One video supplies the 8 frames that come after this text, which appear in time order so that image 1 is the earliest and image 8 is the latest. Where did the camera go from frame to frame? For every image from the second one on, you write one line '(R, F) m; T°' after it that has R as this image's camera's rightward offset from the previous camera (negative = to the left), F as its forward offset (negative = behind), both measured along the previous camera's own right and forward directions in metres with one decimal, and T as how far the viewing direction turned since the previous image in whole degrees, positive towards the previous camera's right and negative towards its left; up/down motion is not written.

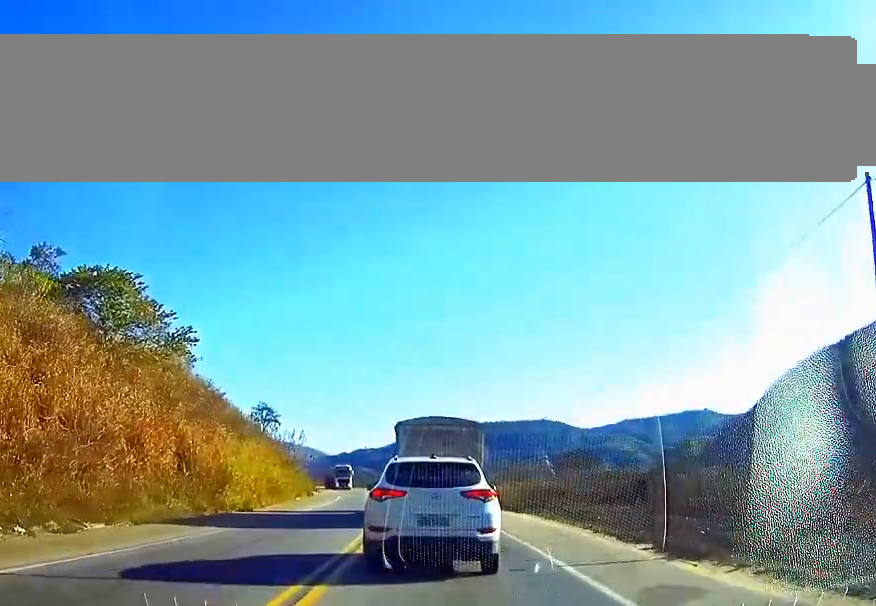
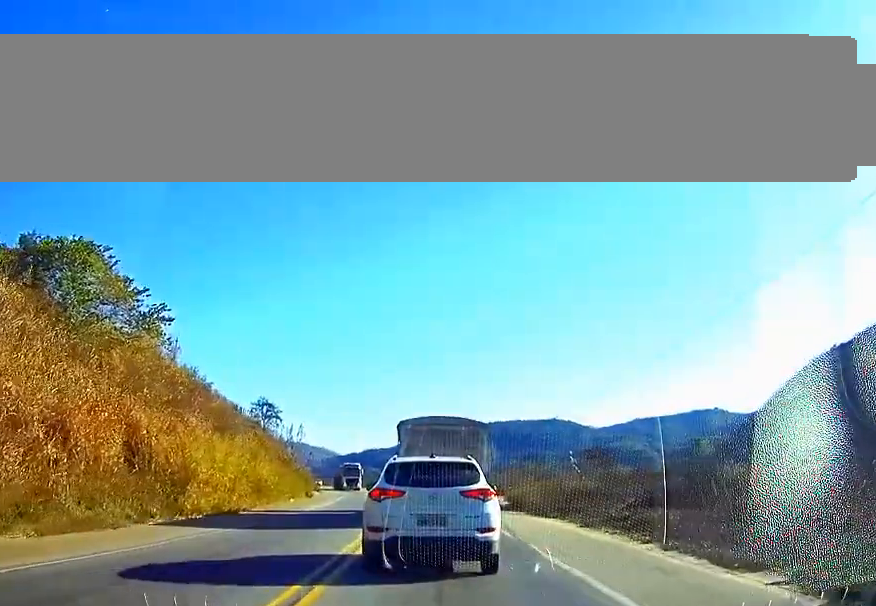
(0.0, +6.9) m; -1°
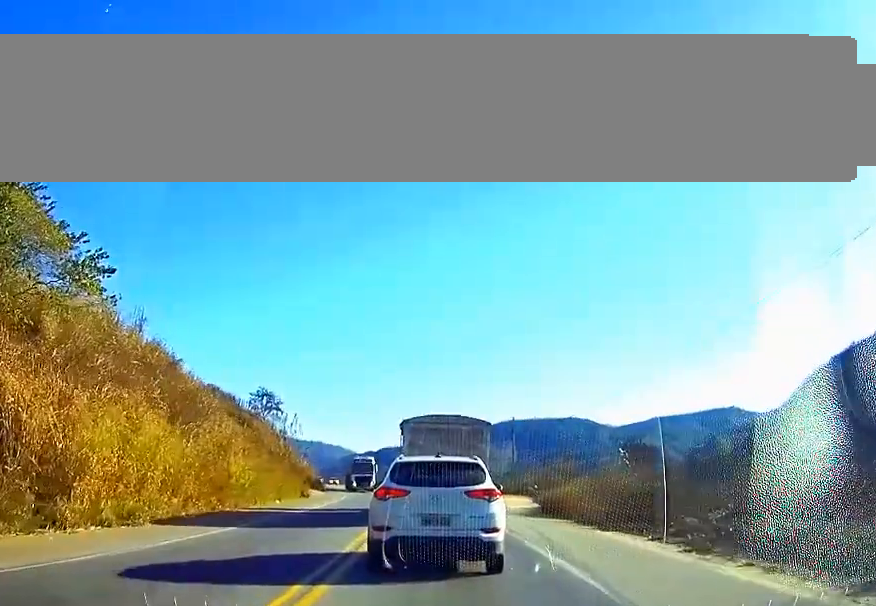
(-0.2, +10.7) m; -1°
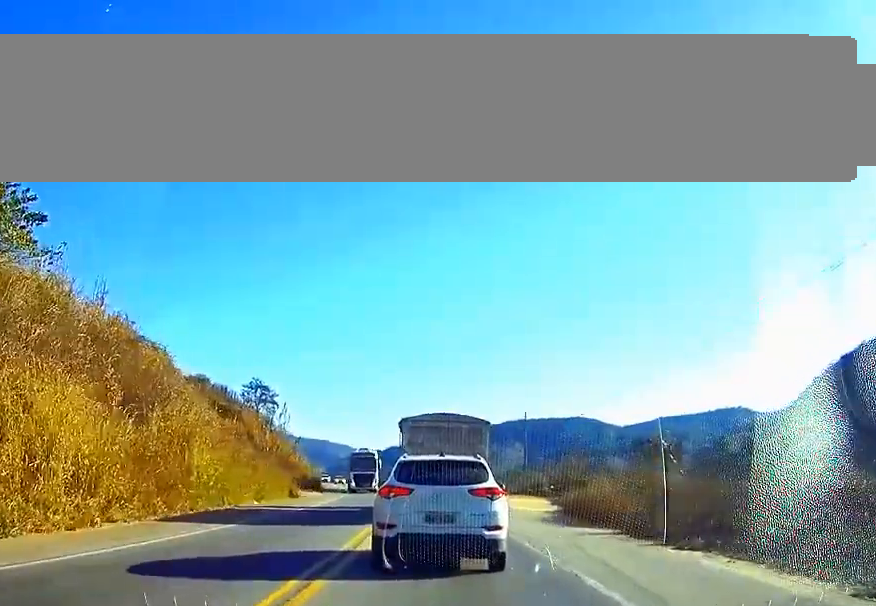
(0.0, +7.5) m; 0°
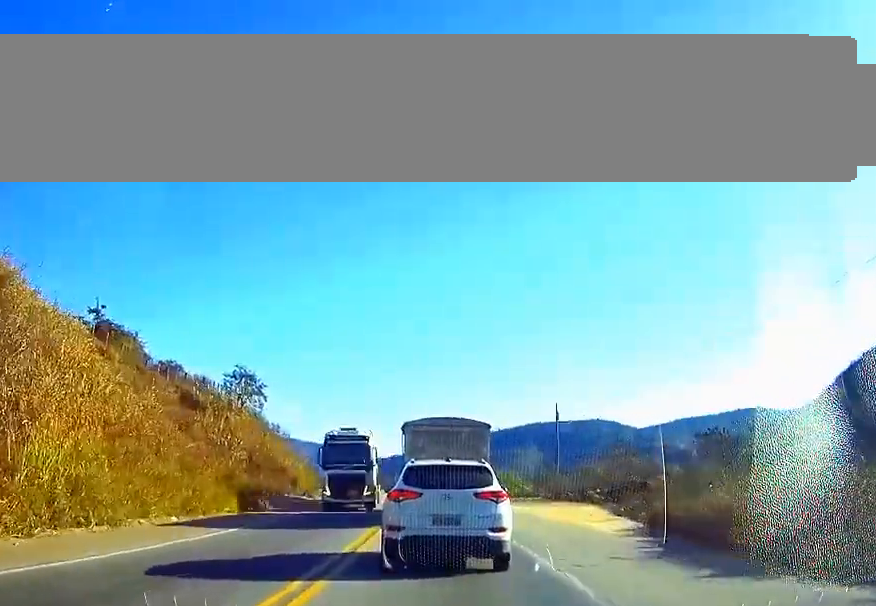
(-0.1, +15.3) m; -1°
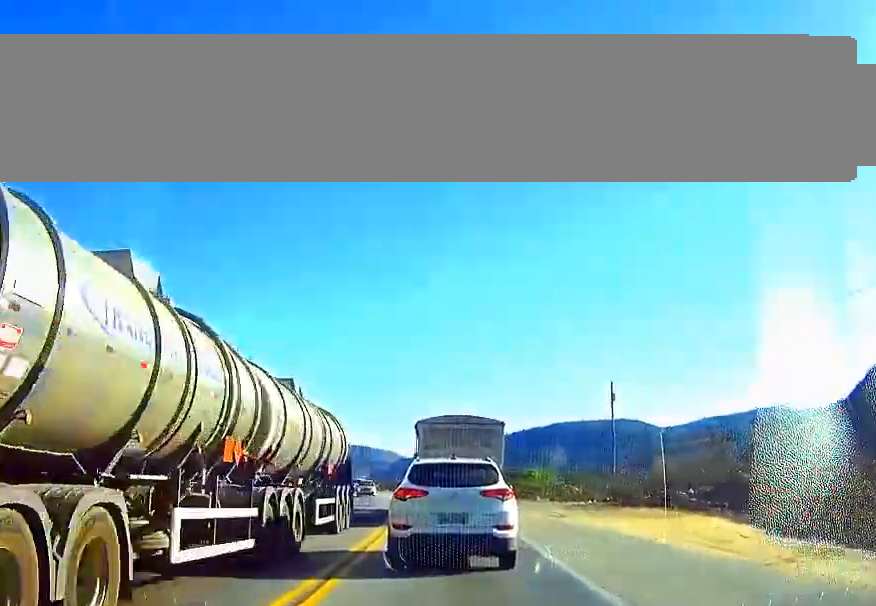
(-0.3, +17.9) m; -1°
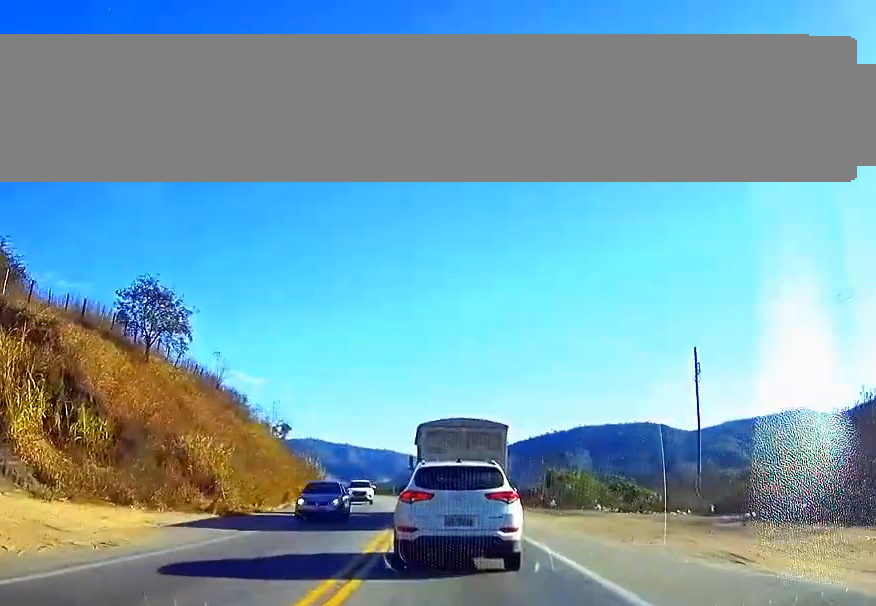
(-0.2, +19.3) m; -2°
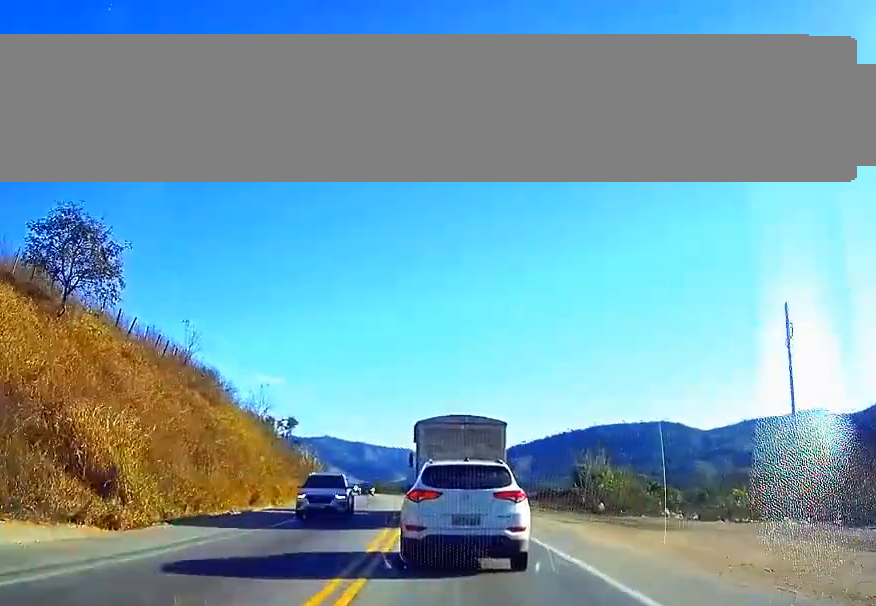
(-0.2, +12.7) m; -1°
